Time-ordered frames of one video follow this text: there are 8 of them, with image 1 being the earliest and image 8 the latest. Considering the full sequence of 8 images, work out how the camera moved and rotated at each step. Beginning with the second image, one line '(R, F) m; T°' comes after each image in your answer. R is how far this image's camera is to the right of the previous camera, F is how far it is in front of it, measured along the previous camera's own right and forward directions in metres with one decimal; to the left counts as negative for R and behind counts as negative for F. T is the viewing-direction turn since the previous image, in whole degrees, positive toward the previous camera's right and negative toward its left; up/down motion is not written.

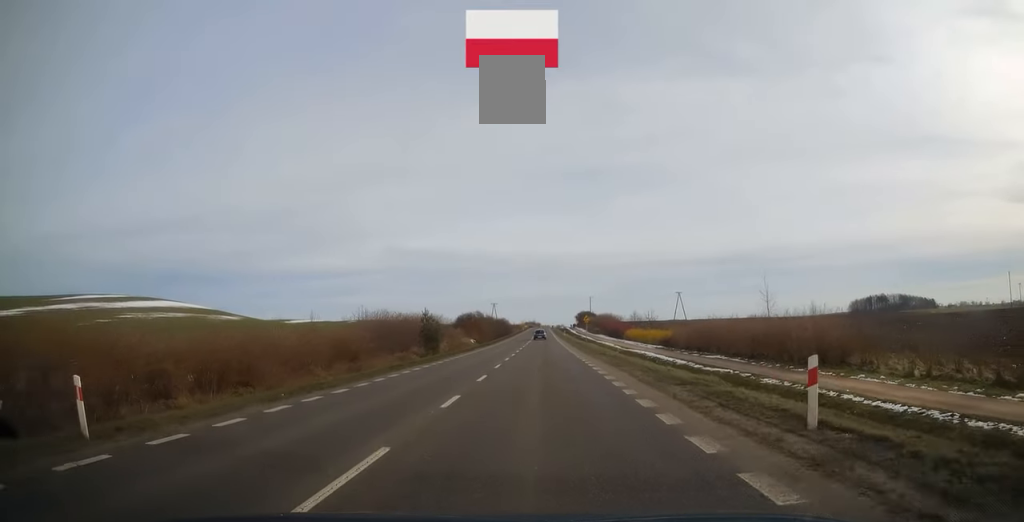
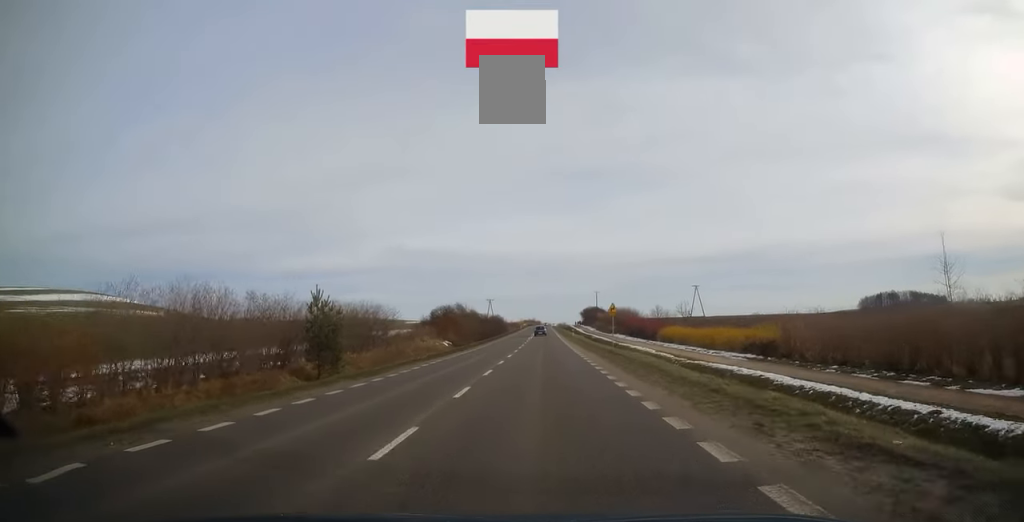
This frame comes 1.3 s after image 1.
(+0.1, +28.4) m; +1°
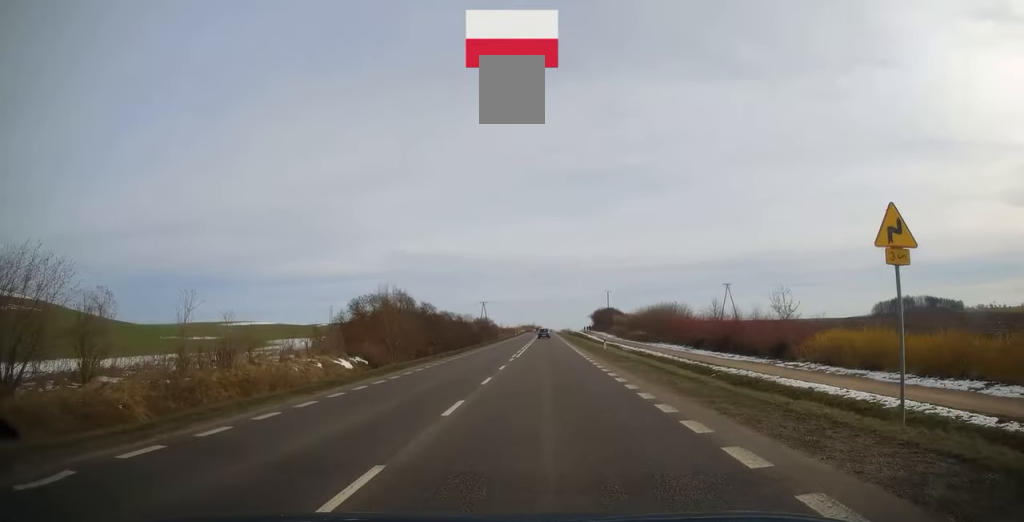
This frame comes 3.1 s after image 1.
(-0.2, +38.1) m; -1°
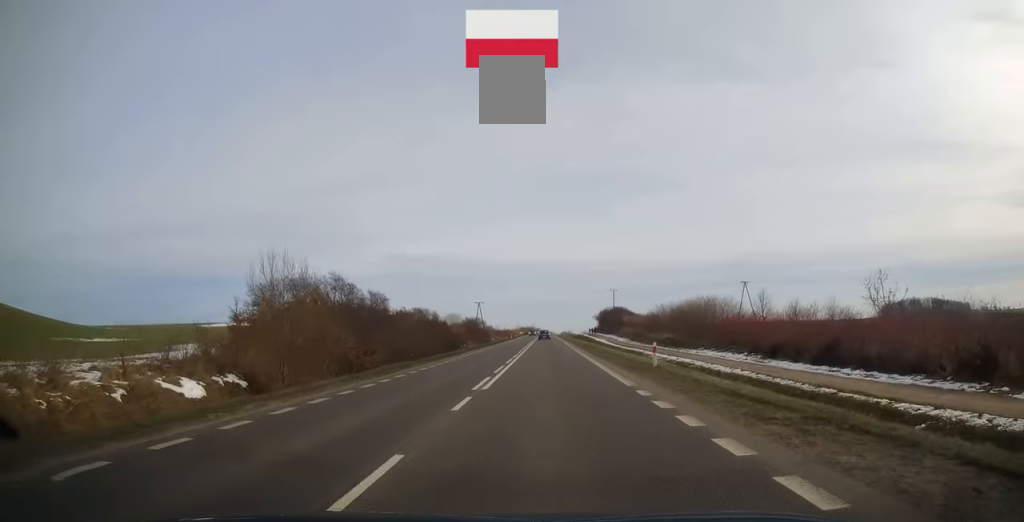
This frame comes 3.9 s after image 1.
(-0.1, +17.3) m; 0°
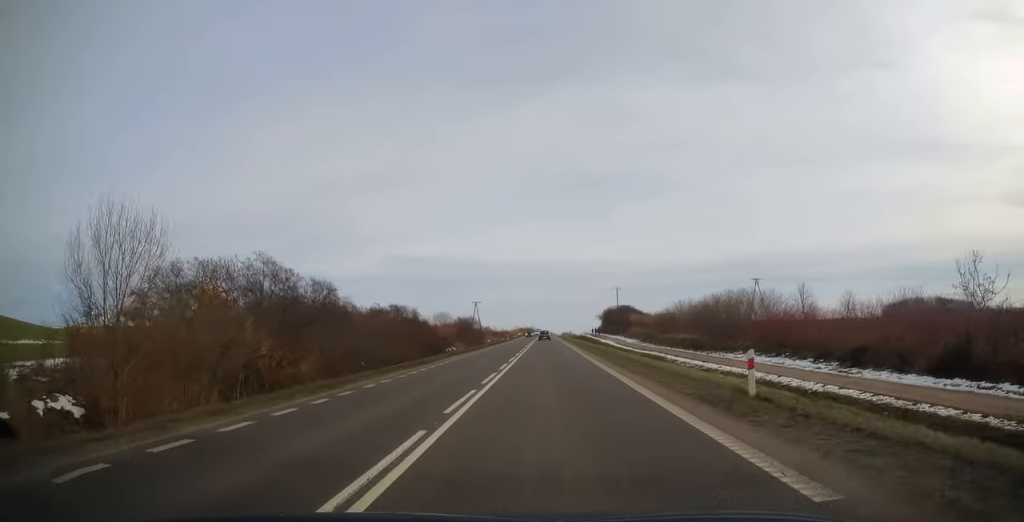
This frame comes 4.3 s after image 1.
(+0.2, +10.0) m; 0°
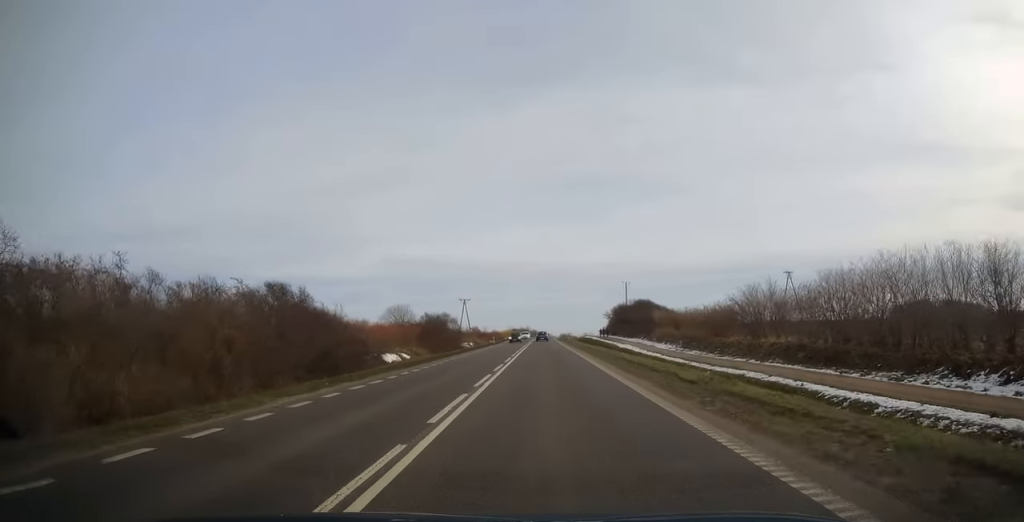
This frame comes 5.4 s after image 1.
(-0.2, +24.8) m; 0°
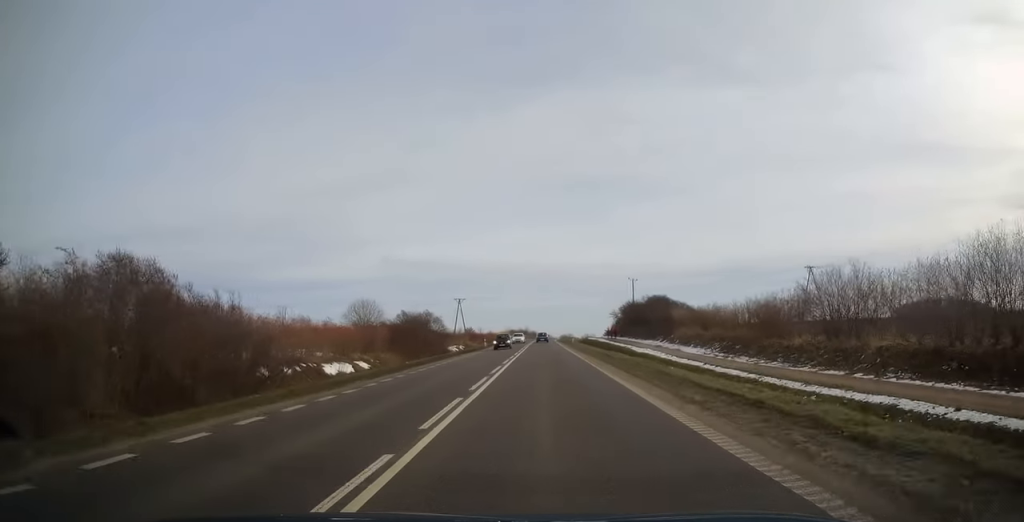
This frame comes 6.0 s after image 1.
(+0.1, +12.3) m; 0°
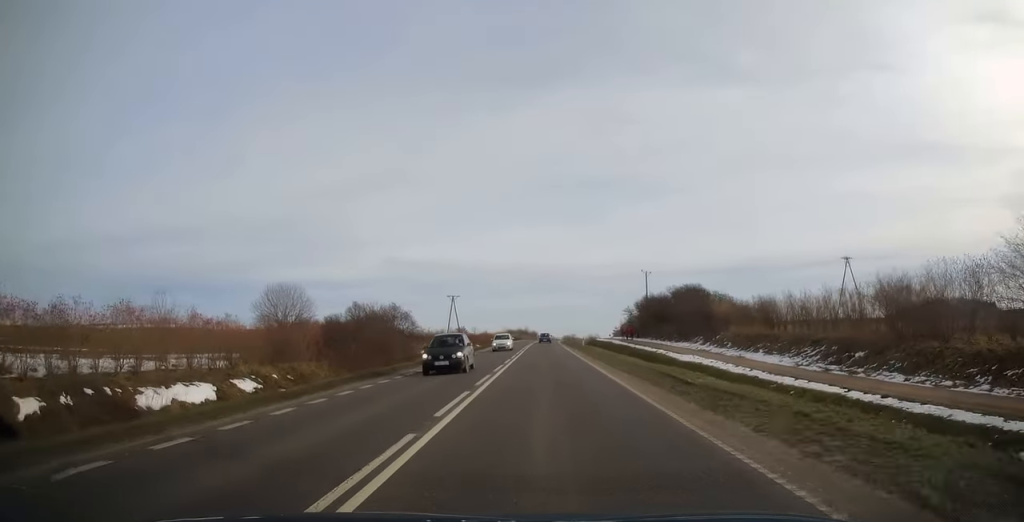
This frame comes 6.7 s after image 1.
(+0.2, +16.4) m; +1°
